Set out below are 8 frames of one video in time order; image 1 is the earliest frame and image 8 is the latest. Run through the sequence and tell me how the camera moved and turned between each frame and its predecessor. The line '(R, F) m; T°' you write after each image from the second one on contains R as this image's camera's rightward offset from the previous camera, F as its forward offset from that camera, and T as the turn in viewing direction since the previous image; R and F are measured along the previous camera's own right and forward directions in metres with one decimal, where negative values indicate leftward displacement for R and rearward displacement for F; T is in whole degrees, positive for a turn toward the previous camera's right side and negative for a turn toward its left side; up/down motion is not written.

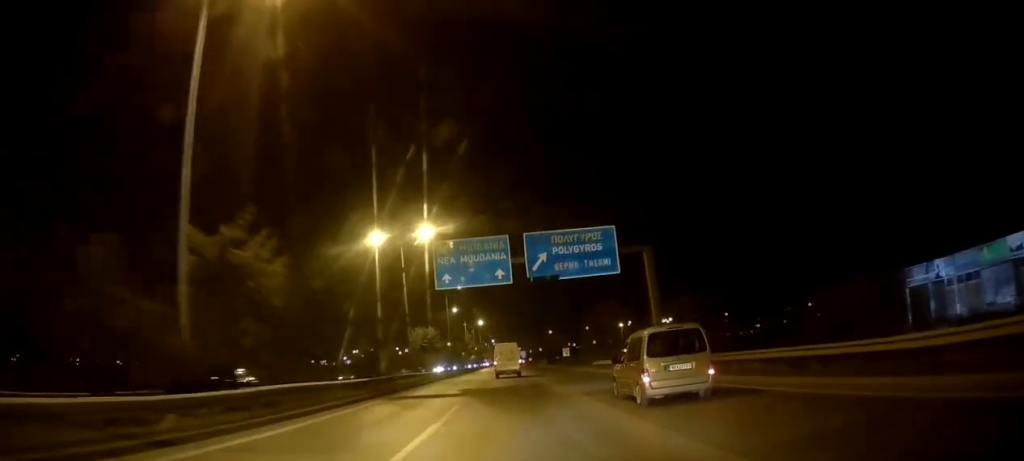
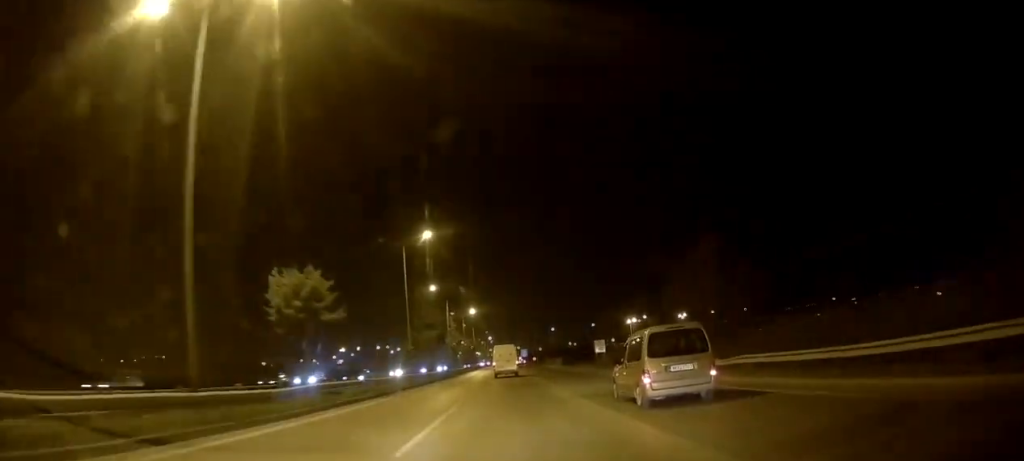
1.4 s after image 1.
(+0.3, +34.0) m; 0°
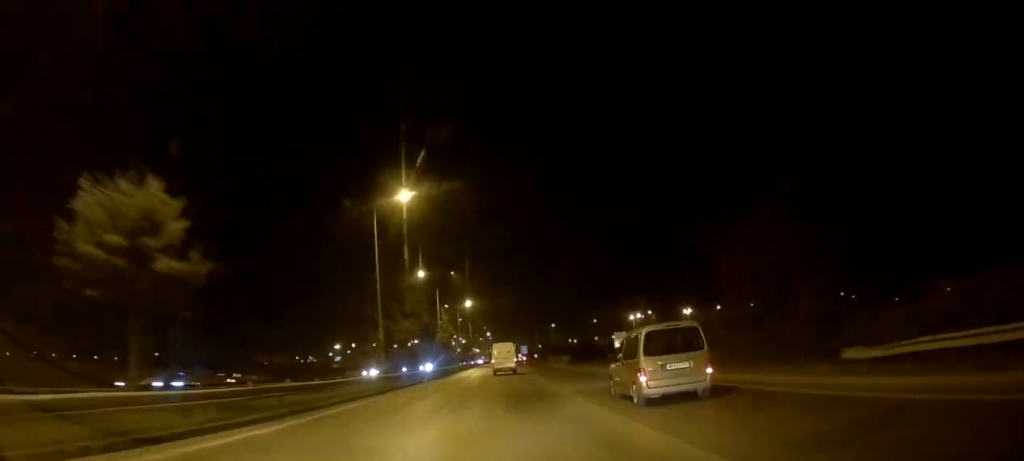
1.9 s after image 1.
(+0.2, +10.8) m; 0°
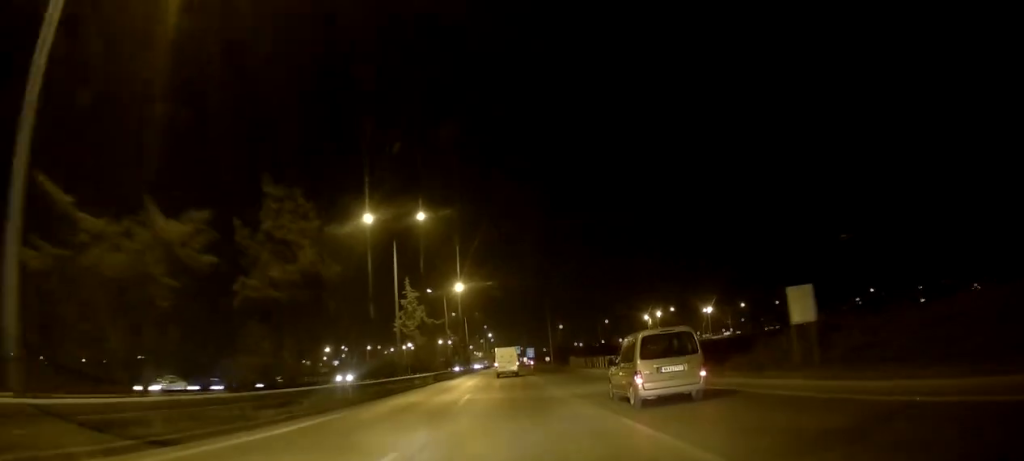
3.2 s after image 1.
(-0.4, +30.5) m; +1°
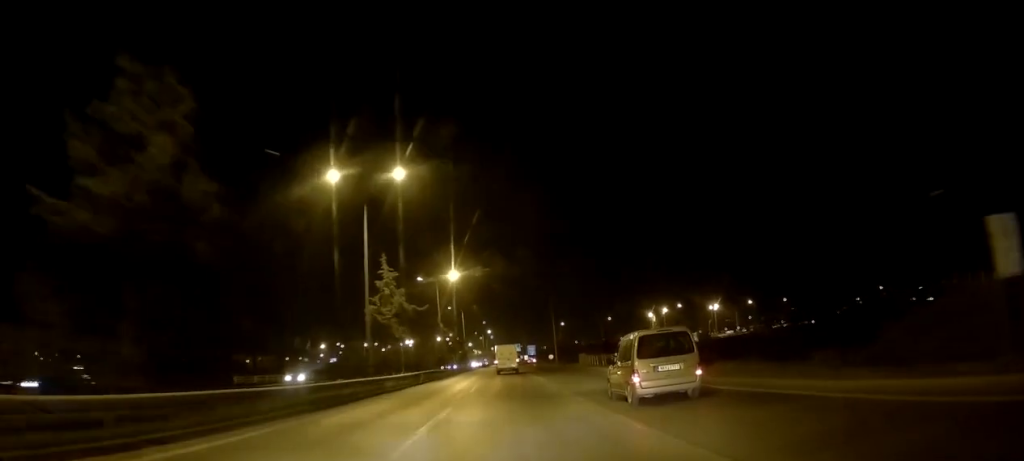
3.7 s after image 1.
(+0.4, +9.4) m; 0°
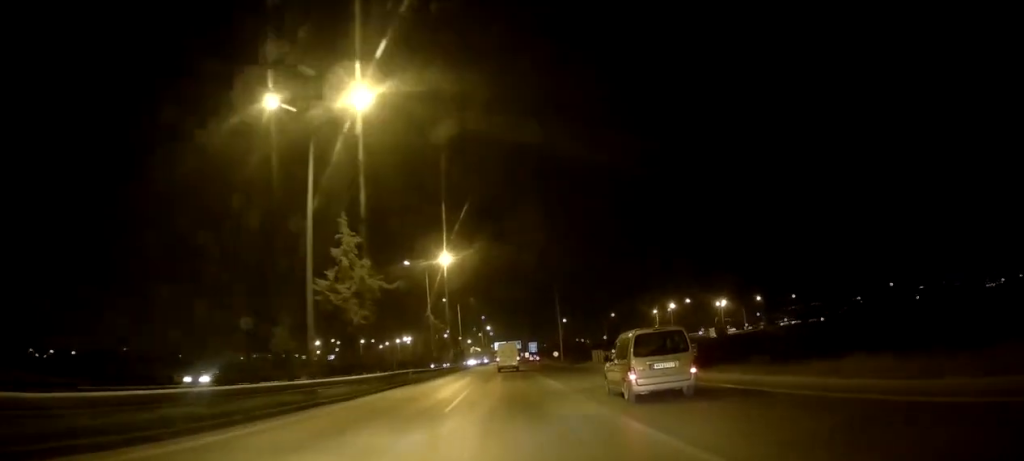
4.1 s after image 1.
(+0.3, +10.2) m; 0°
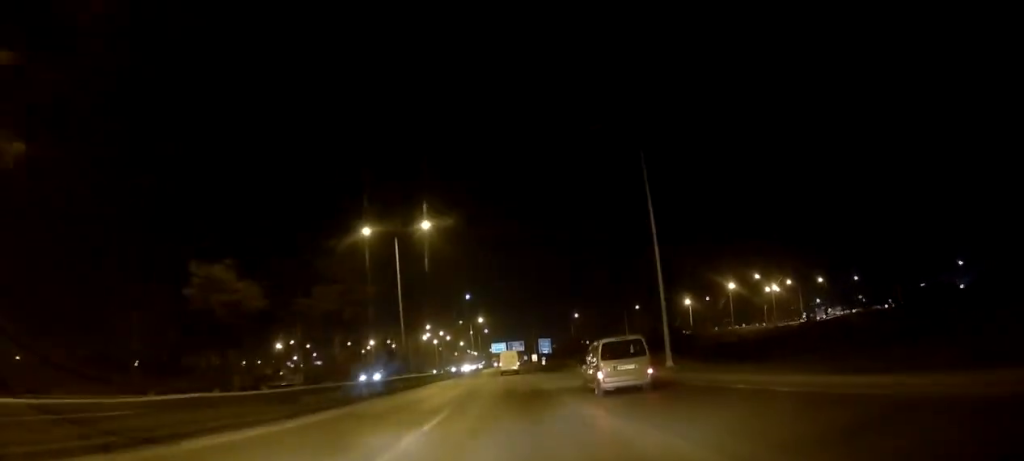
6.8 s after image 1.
(-1.6, +60.6) m; -1°
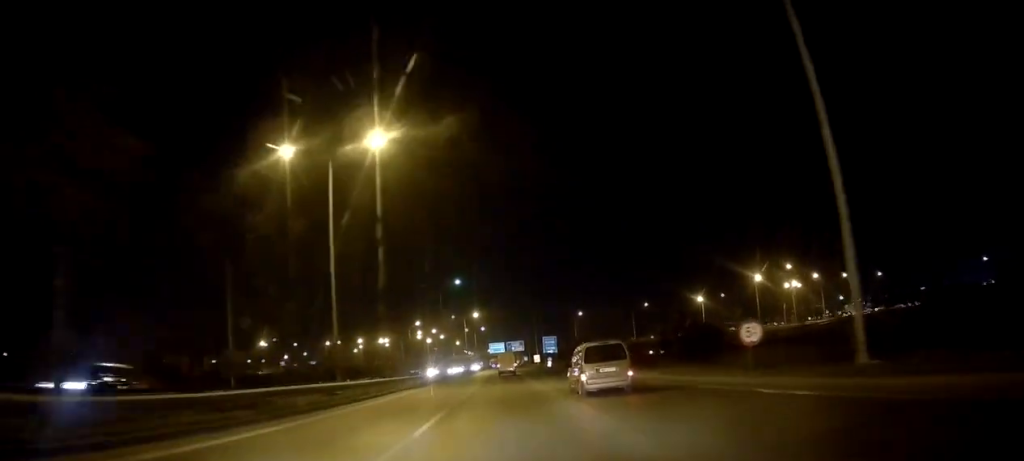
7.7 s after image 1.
(-0.2, +18.5) m; -1°
